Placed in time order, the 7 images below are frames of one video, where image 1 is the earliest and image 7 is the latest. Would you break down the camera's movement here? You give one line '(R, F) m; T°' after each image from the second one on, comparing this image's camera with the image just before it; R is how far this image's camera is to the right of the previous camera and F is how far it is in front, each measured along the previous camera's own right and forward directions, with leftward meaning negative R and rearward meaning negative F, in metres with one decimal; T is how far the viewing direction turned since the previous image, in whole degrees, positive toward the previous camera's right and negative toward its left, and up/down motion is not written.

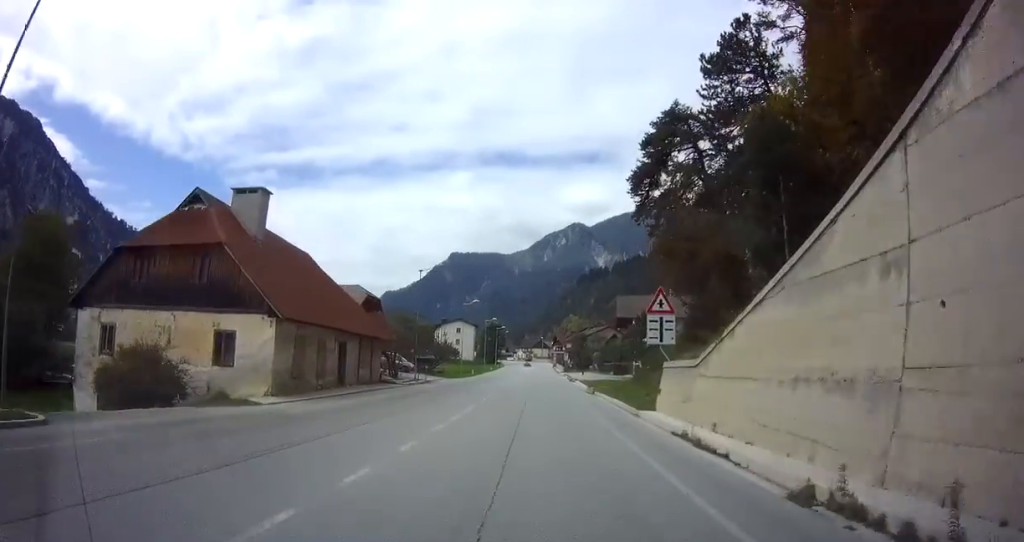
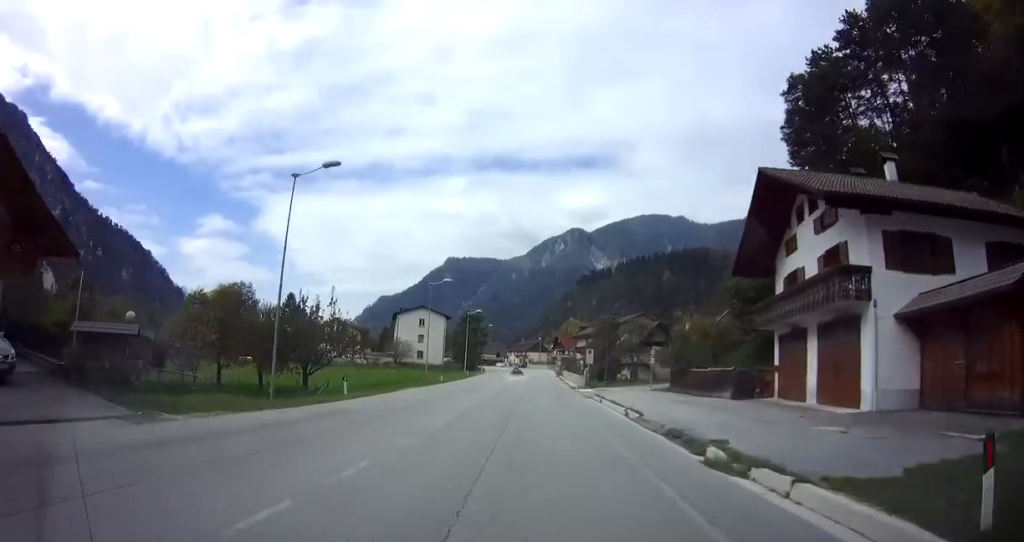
(0.0, +44.4) m; 0°
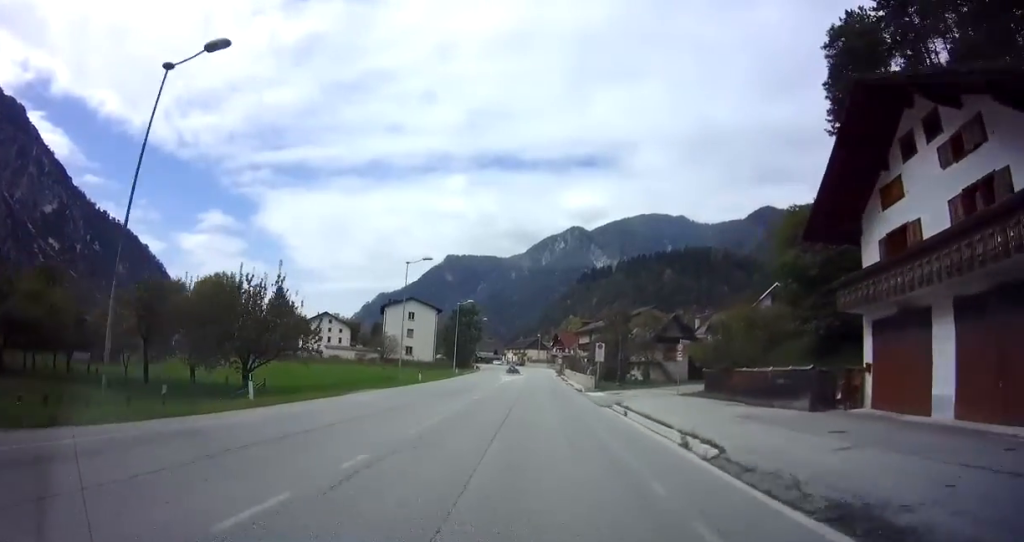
(0.0, +8.1) m; 0°
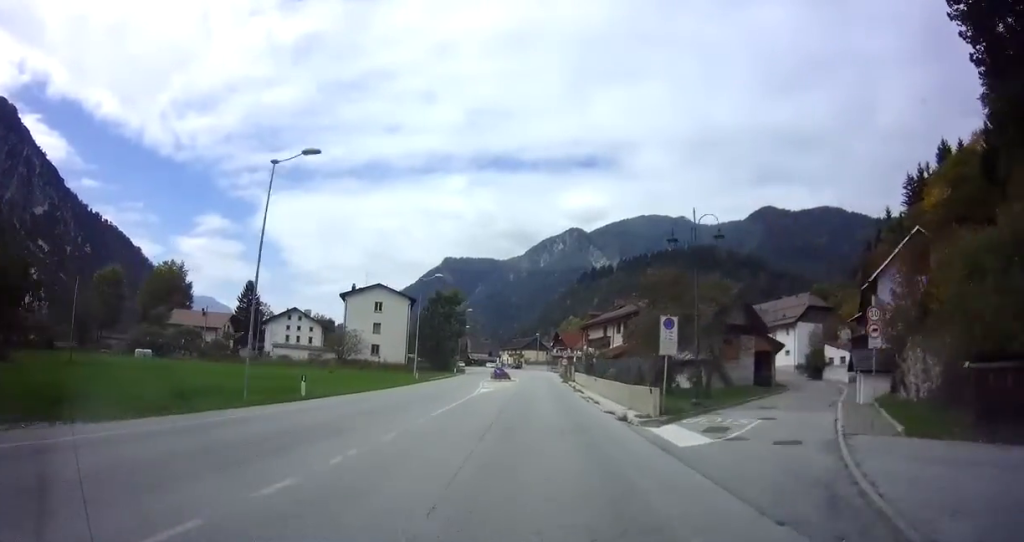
(+0.1, +19.4) m; 0°
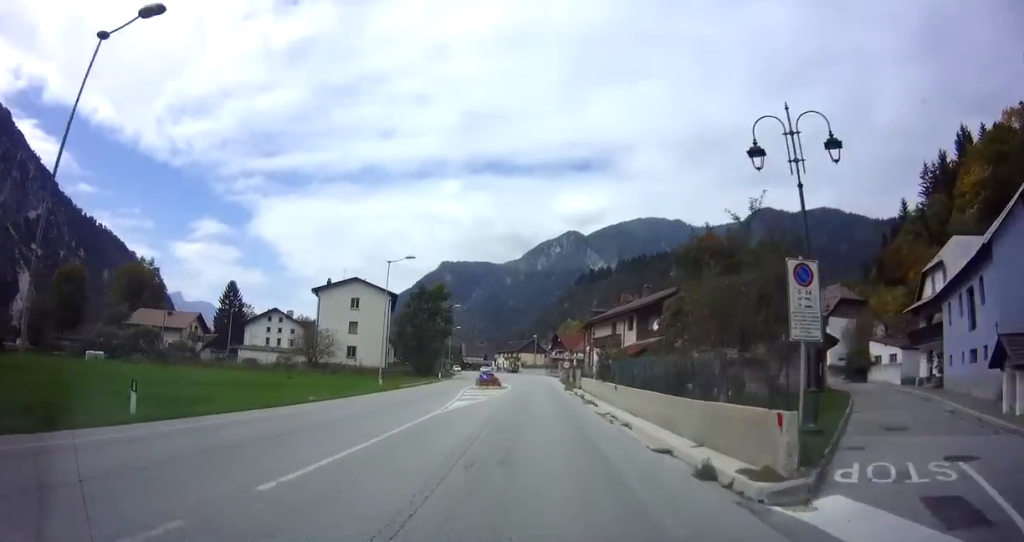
(0.0, +9.1) m; 0°
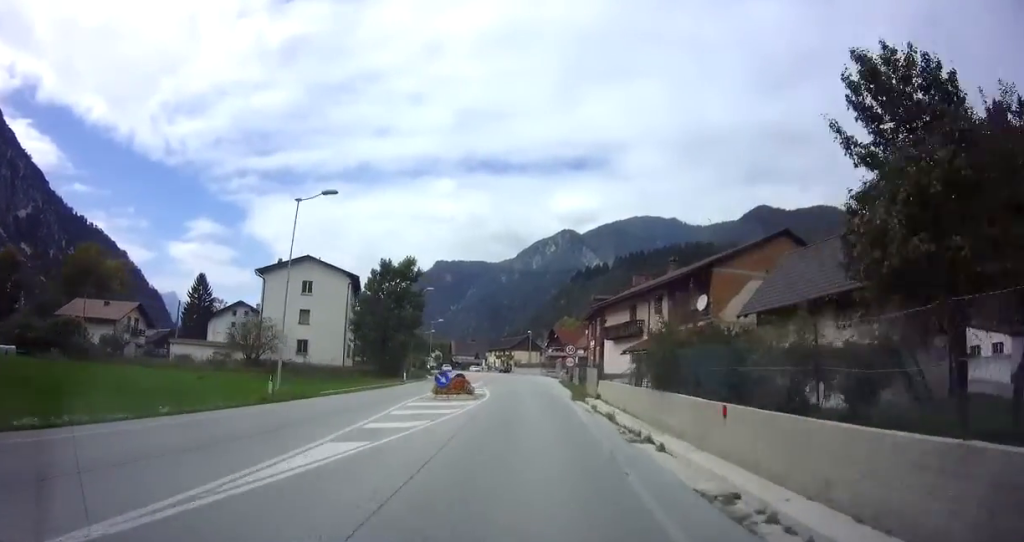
(+0.1, +14.1) m; 0°
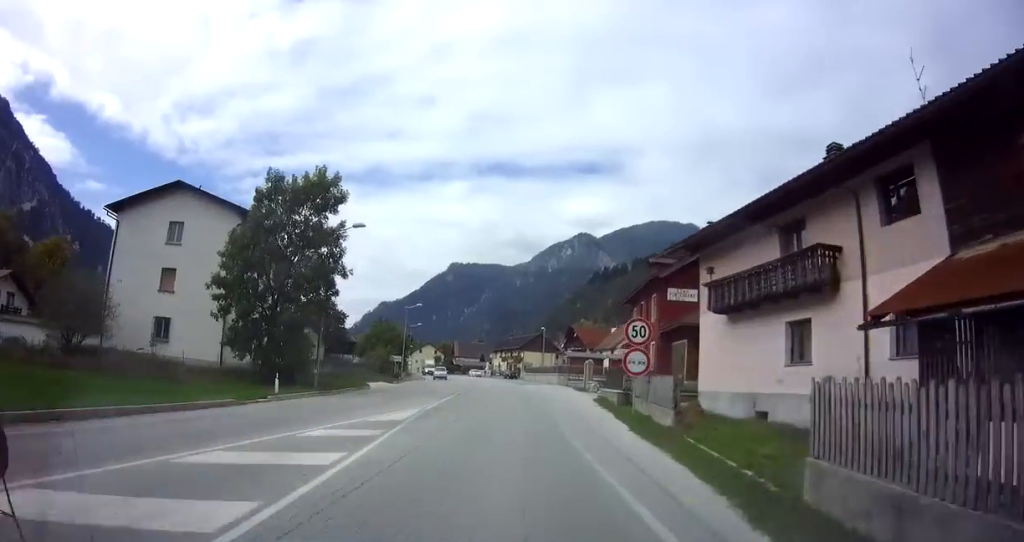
(-0.3, +24.3) m; -3°
